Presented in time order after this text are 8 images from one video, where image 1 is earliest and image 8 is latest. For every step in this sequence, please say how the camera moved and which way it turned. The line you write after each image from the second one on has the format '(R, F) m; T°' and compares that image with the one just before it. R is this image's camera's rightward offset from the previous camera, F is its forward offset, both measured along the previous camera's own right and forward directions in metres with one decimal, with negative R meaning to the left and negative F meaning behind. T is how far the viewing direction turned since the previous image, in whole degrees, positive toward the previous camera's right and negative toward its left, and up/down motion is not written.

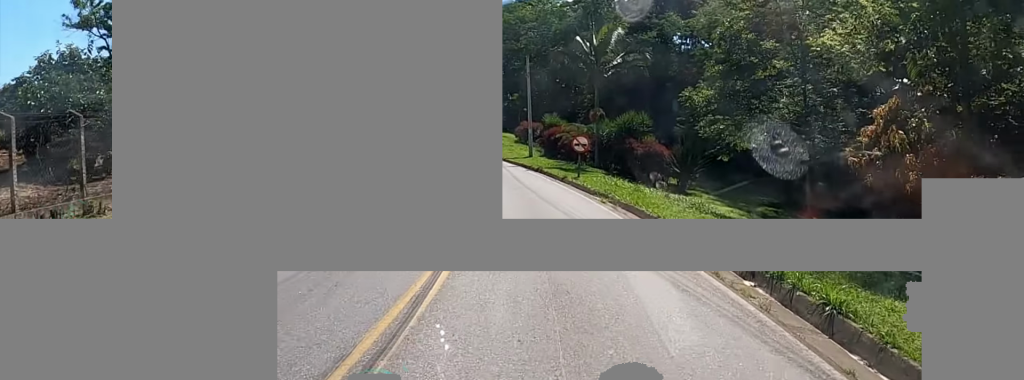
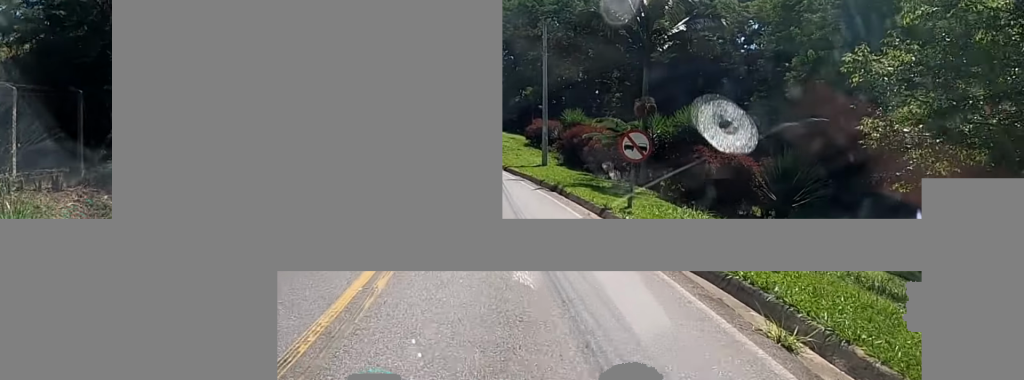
(-1.0, +13.8) m; -6°
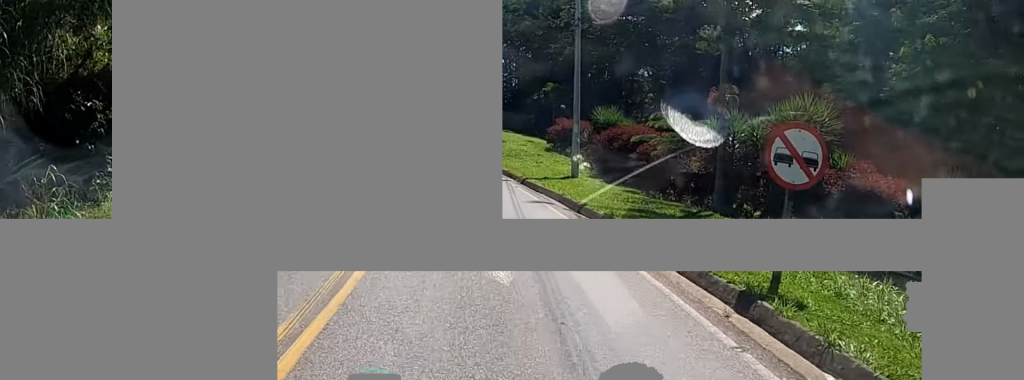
(-0.2, +8.3) m; -3°
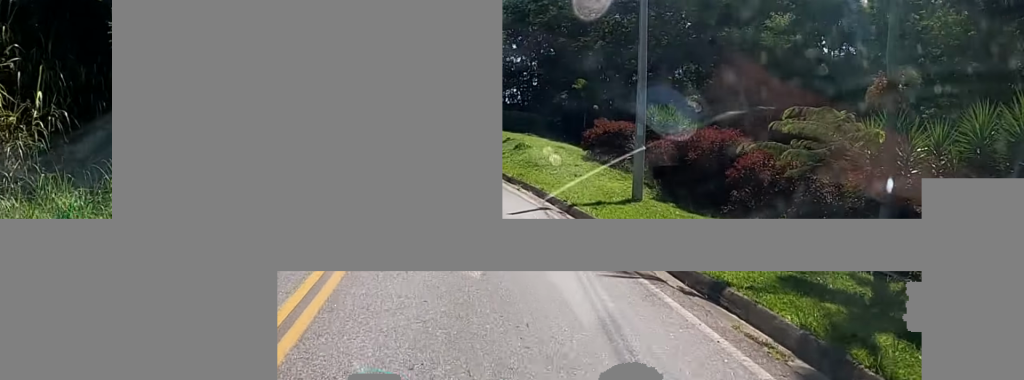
(+0.1, +7.7) m; -3°
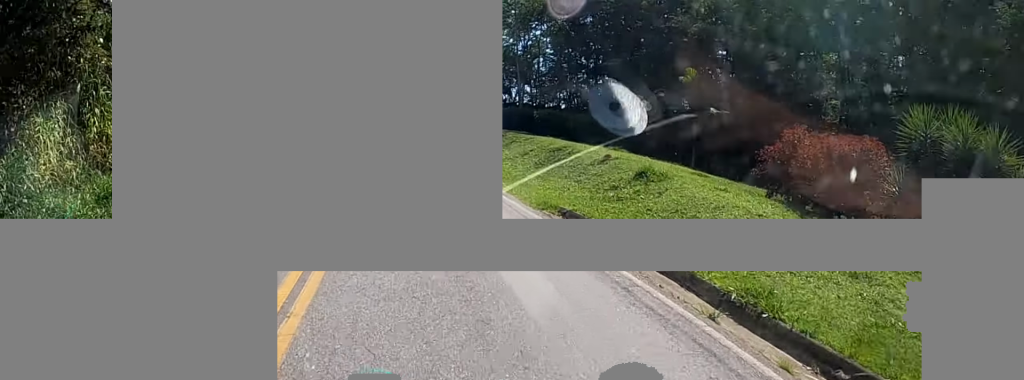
(-1.0, +14.2) m; -5°
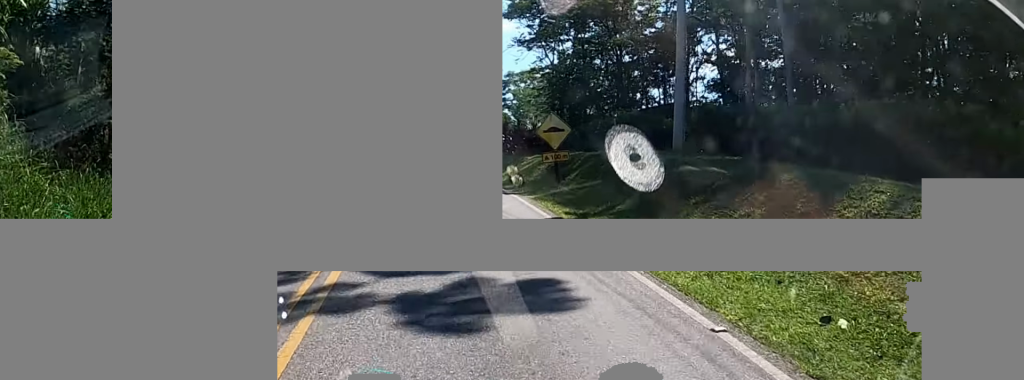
(-1.2, +28.6) m; -6°
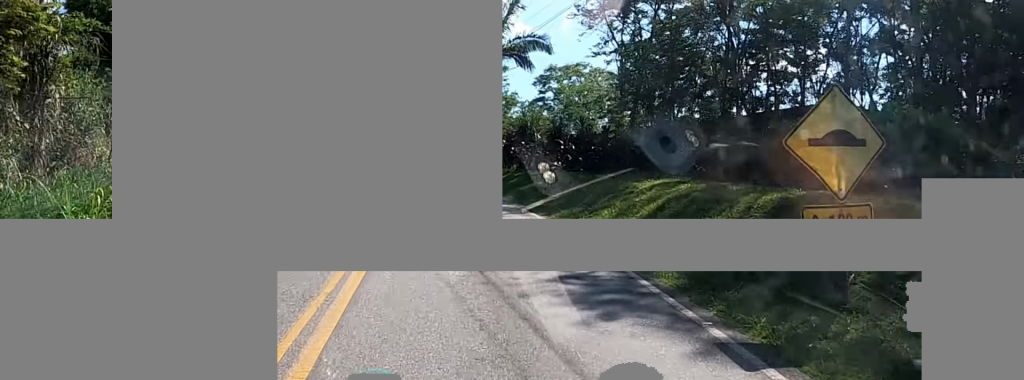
(-0.5, +11.2) m; -6°
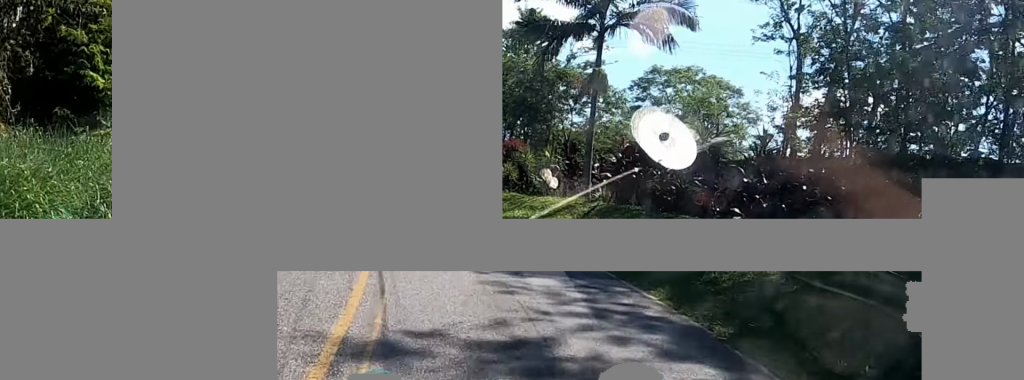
(-0.1, +11.4) m; -9°
